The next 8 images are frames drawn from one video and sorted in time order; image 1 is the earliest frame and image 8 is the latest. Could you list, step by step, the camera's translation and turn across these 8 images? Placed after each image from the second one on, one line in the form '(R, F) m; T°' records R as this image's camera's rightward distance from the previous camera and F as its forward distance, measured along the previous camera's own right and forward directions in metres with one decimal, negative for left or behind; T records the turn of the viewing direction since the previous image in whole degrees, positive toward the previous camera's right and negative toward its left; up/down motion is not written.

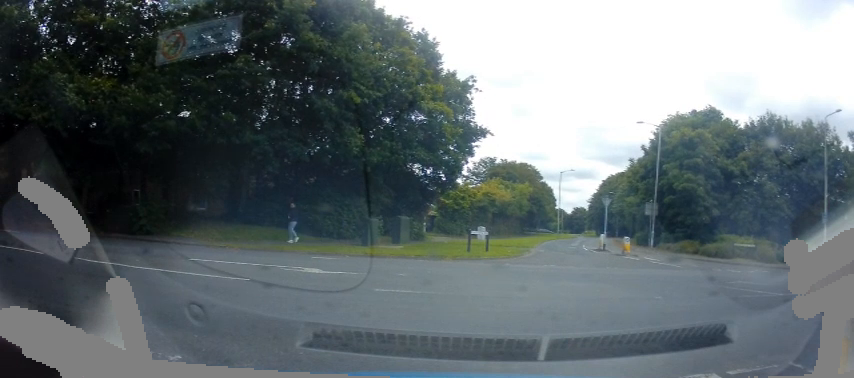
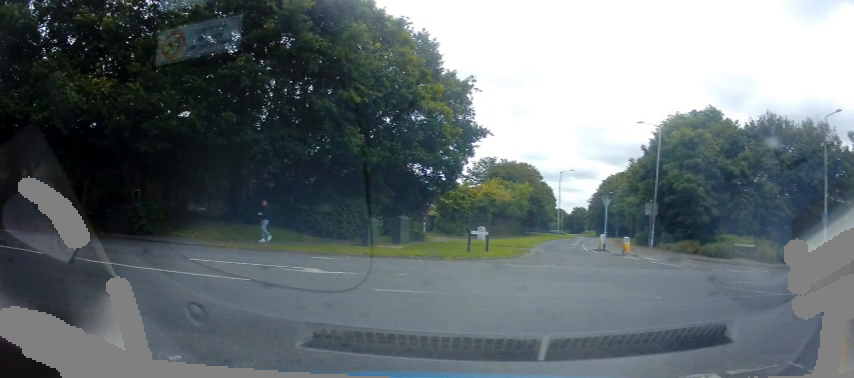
(0.0, 0.0) m; 0°
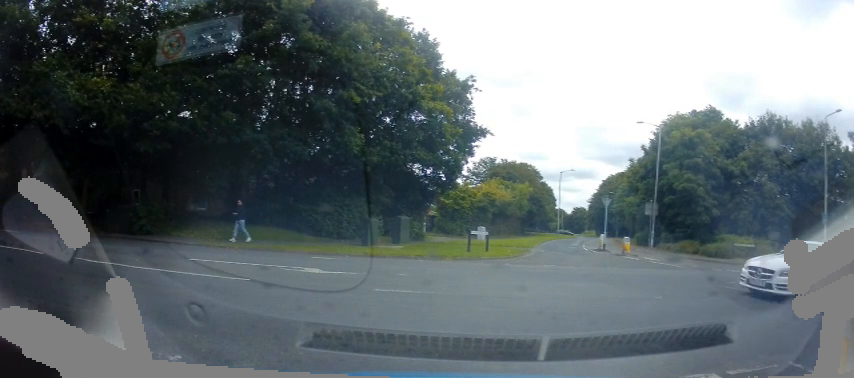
(0.0, 0.0) m; 0°
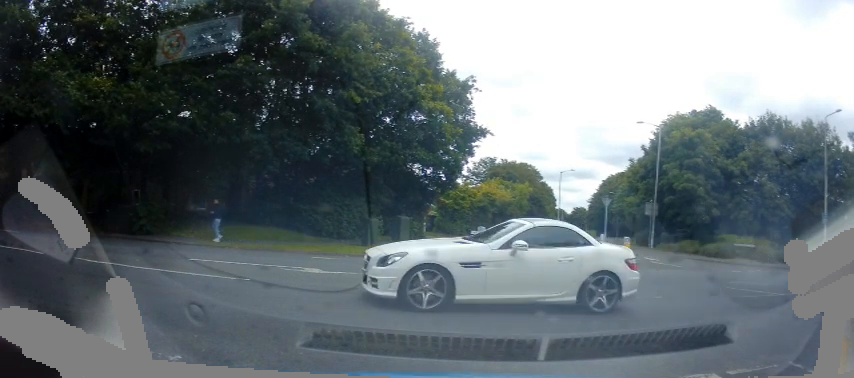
(0.0, 0.0) m; 0°
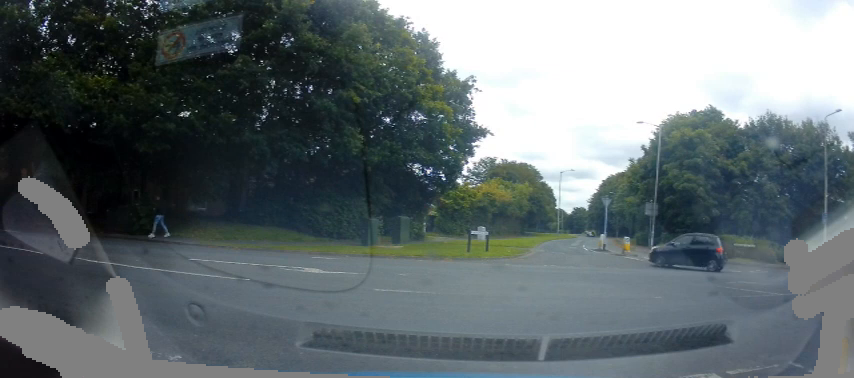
(0.0, 0.0) m; 0°
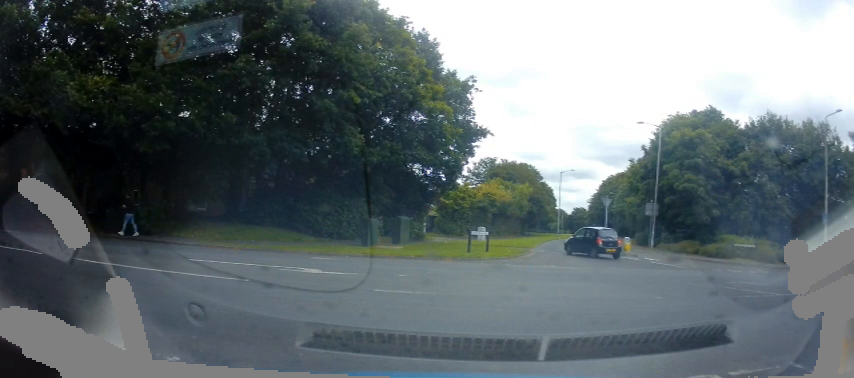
(0.0, 0.0) m; 0°
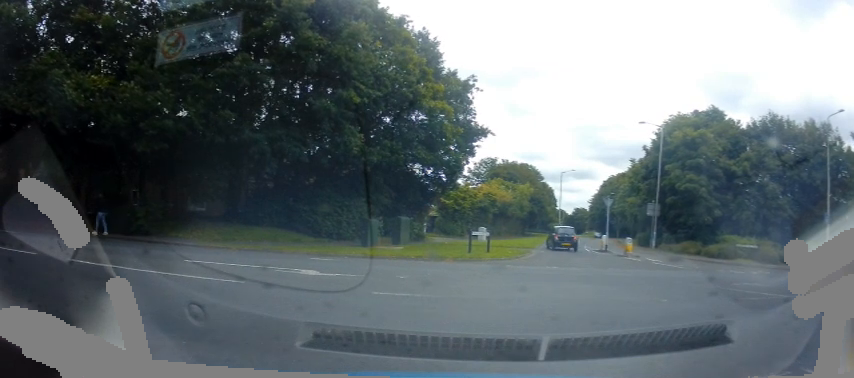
(0.0, 0.0) m; 0°
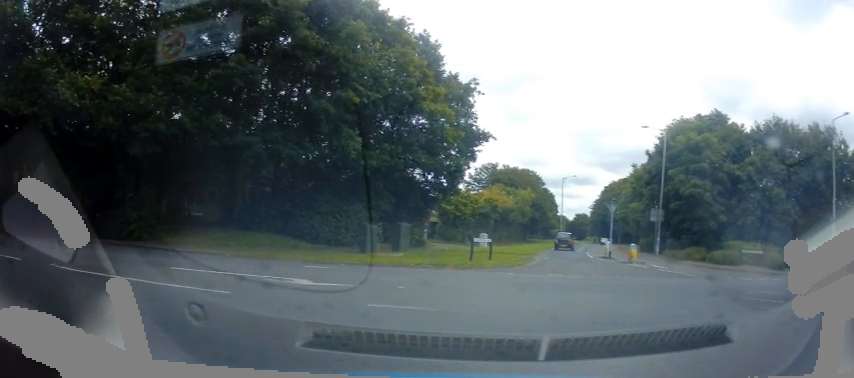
(+0.1, +0.2) m; 0°
